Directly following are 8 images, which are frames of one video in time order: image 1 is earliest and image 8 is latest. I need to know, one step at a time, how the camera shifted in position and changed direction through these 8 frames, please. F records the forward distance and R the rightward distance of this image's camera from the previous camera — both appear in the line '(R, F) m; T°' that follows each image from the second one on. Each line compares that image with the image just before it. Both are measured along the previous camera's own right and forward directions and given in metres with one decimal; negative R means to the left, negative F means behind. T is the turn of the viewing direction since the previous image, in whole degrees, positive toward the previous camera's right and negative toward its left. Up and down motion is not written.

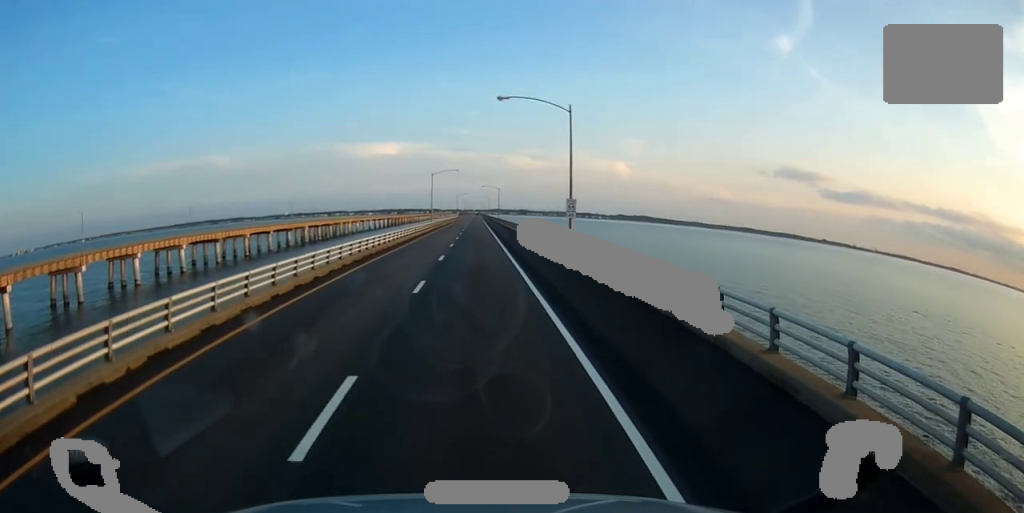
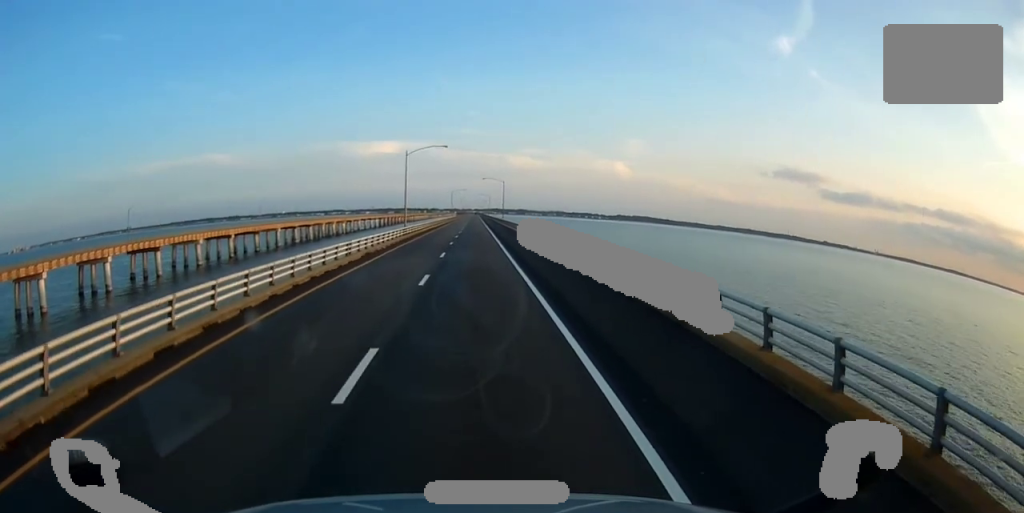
(+0.2, +34.7) m; 0°
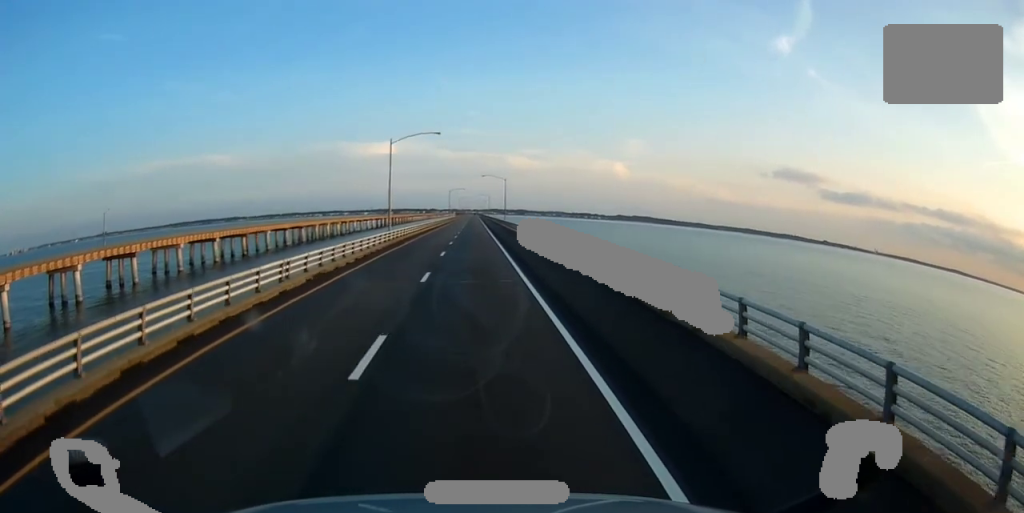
(0.0, +11.2) m; 0°
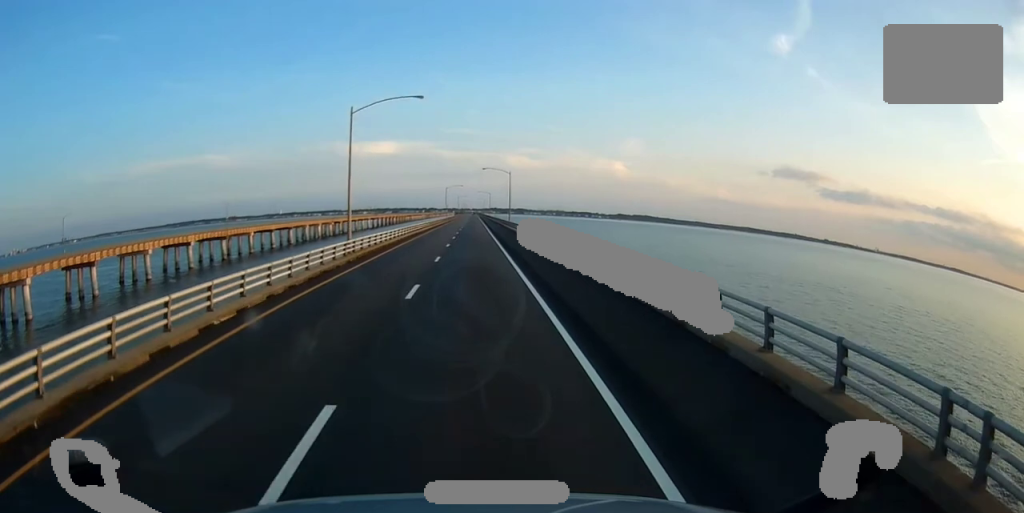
(+0.1, +16.2) m; 0°
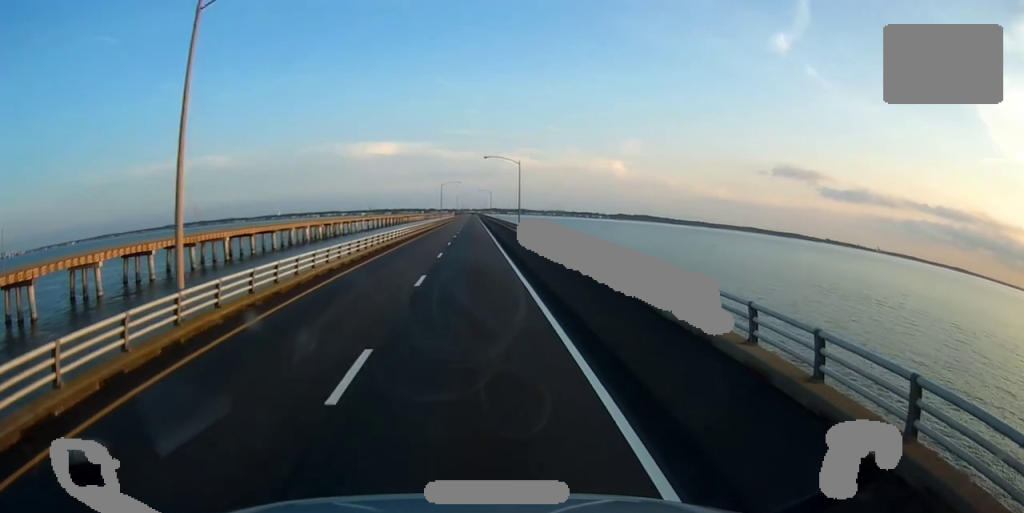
(-0.1, +21.4) m; 0°
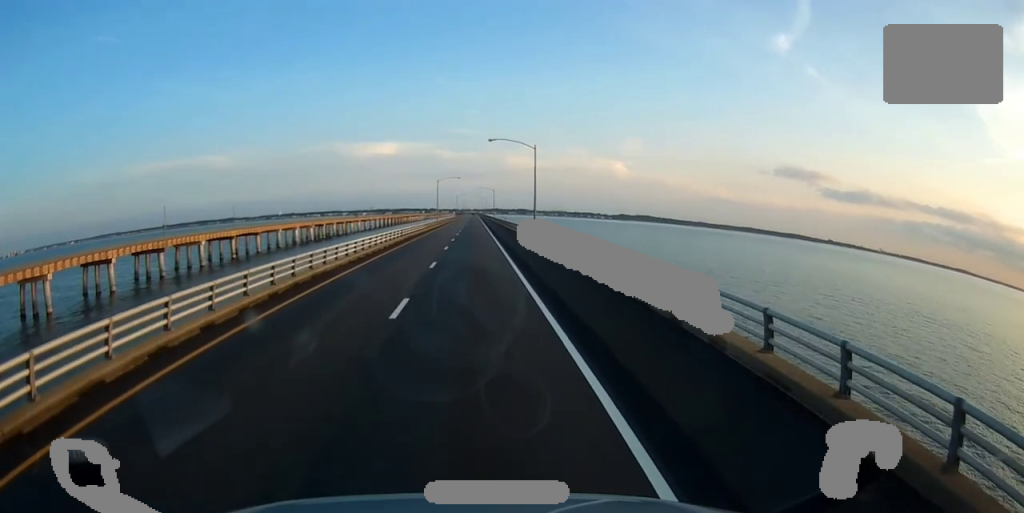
(-0.1, +18.4) m; 0°
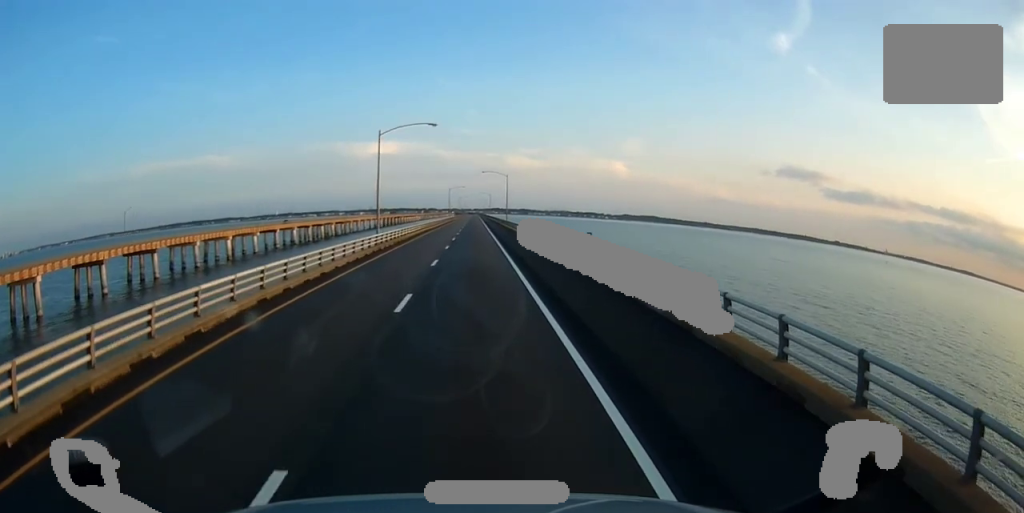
(-0.2, +72.3) m; 0°
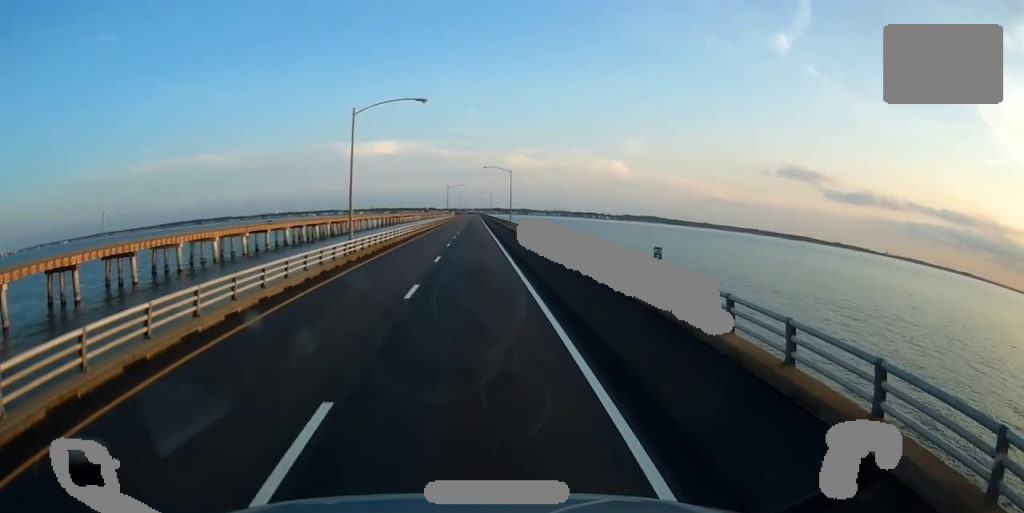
(0.0, +10.1) m; 0°
